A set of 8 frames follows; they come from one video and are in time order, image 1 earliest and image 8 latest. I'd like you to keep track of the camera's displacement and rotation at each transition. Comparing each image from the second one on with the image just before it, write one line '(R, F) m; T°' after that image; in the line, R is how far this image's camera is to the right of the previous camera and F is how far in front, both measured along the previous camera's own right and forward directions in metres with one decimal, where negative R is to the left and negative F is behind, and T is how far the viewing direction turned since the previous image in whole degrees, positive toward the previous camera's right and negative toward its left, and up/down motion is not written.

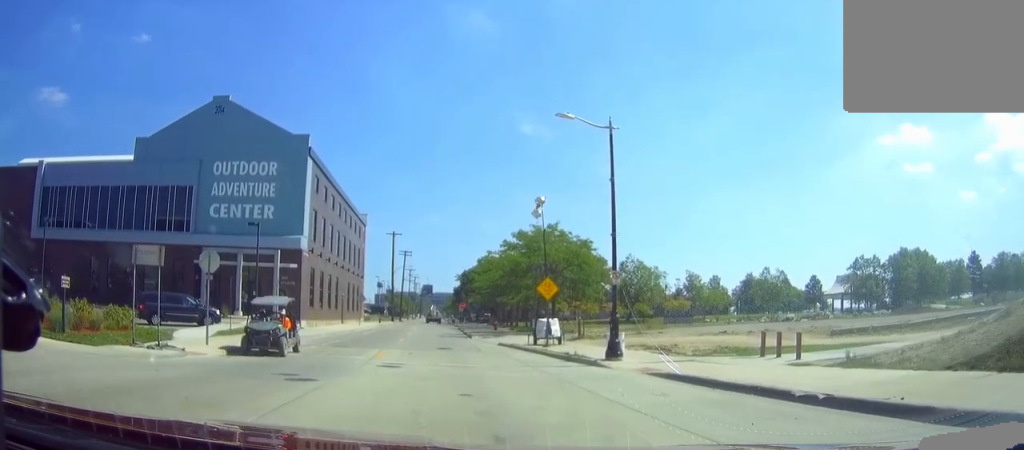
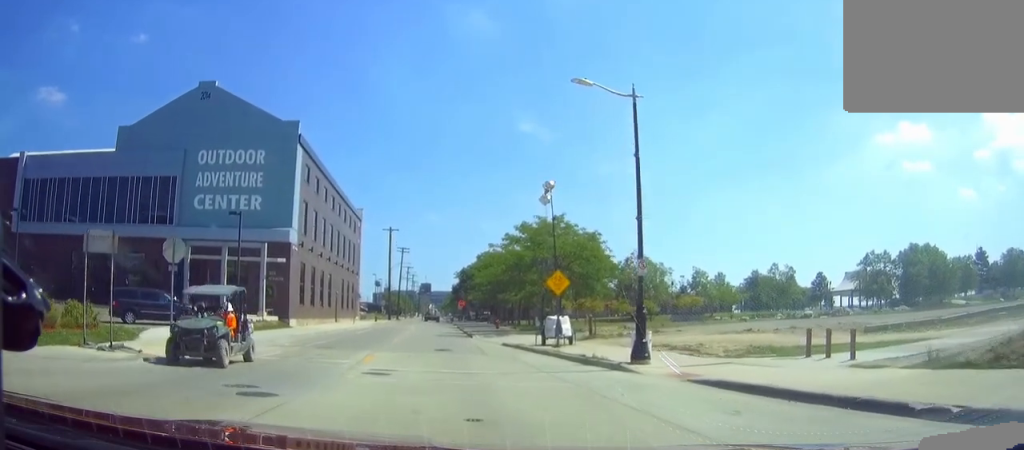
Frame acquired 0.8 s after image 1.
(0.0, +3.3) m; +1°
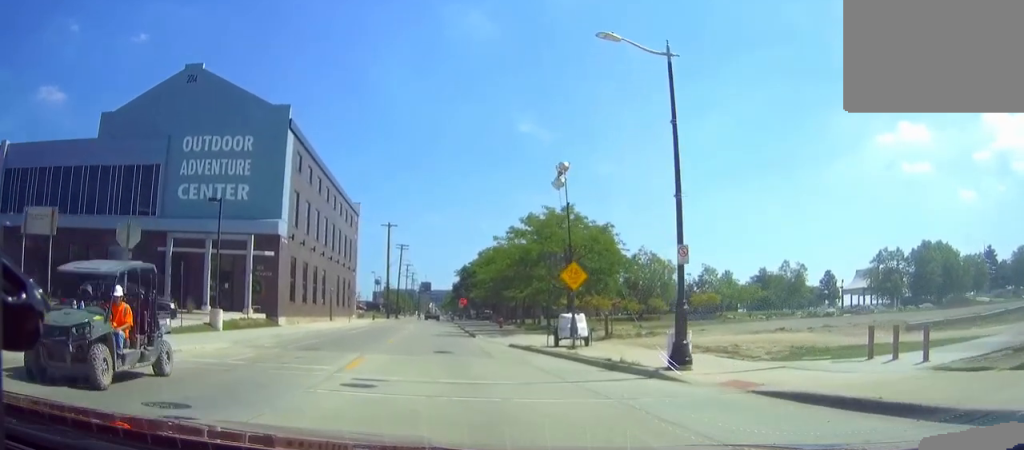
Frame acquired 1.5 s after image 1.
(0.0, +3.1) m; 0°
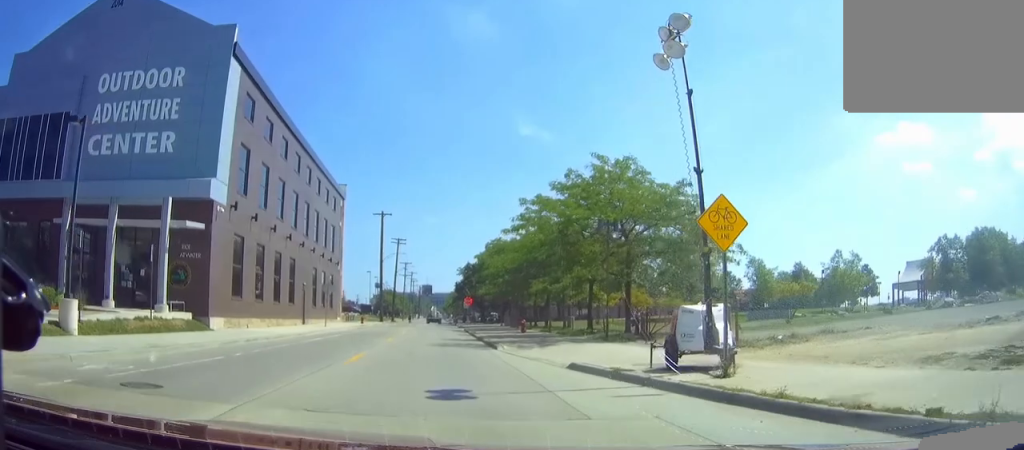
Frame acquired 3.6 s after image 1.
(+0.5, +13.4) m; +3°
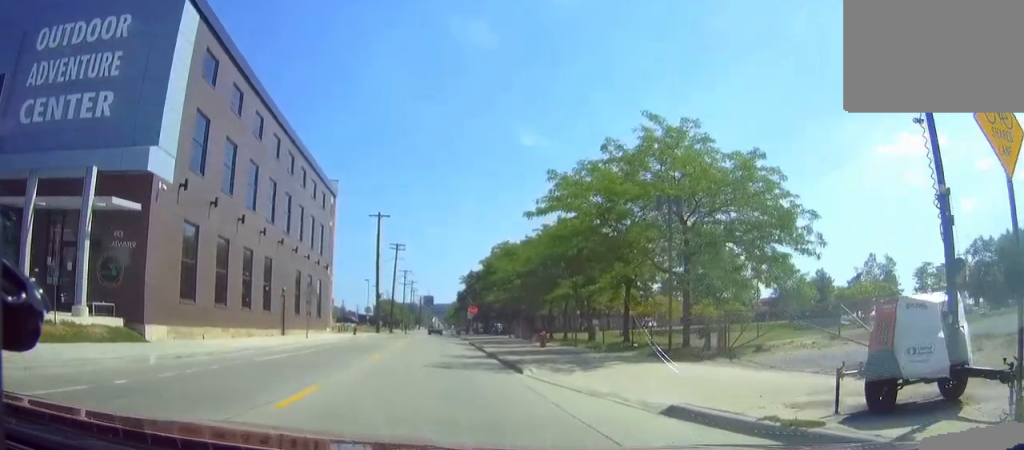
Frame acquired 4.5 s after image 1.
(0.0, +7.0) m; -1°
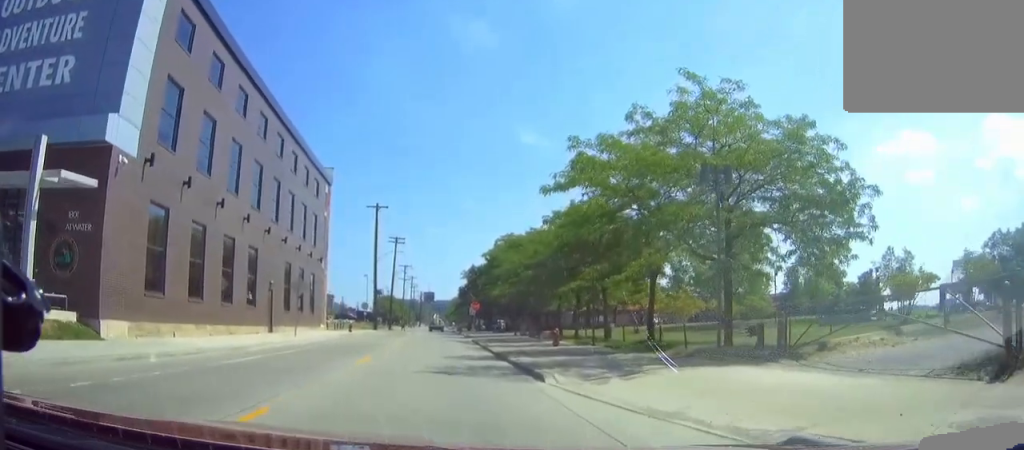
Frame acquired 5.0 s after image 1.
(-0.1, +3.6) m; 0°
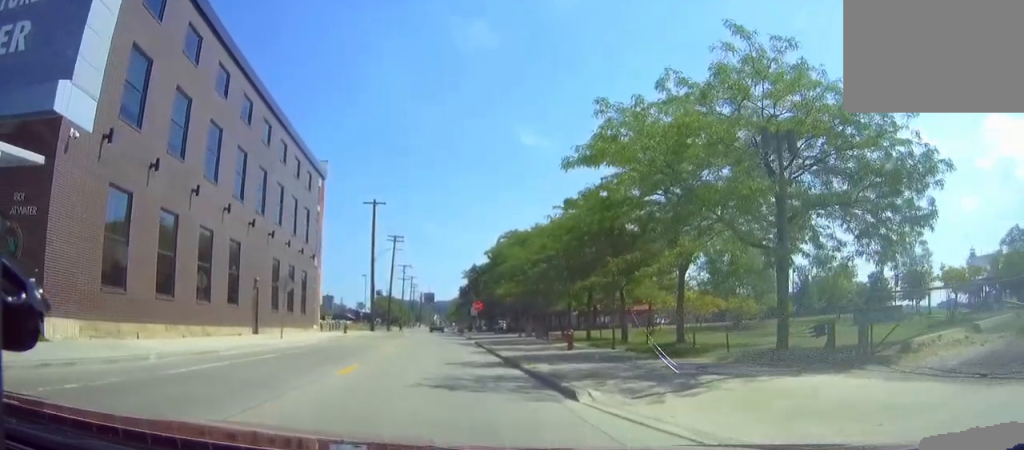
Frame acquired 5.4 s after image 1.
(-0.1, +3.3) m; 0°
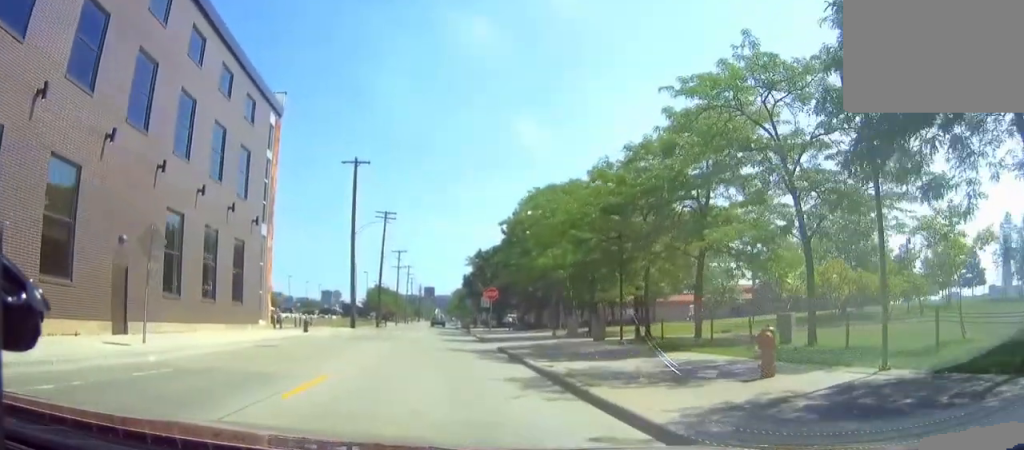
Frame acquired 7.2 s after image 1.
(+0.7, +16.1) m; +3°
